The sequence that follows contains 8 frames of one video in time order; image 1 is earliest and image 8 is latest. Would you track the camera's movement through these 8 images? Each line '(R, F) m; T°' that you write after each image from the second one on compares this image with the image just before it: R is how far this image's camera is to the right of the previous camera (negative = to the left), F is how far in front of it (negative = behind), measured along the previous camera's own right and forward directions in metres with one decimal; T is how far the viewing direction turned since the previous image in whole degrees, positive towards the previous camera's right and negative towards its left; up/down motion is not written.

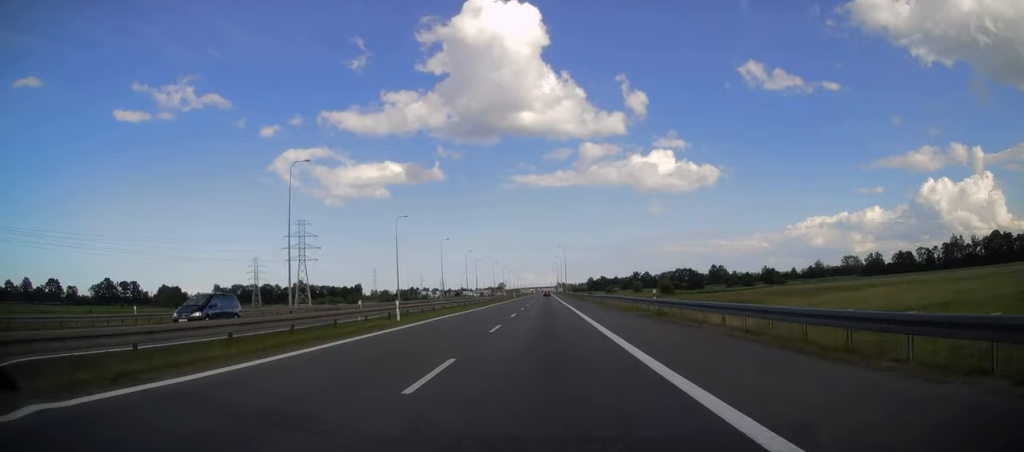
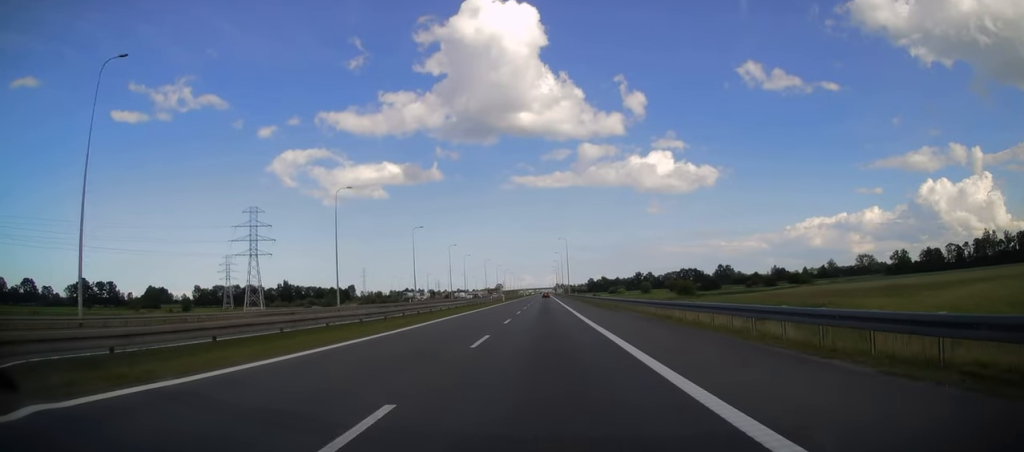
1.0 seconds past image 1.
(0.0, +28.6) m; 0°
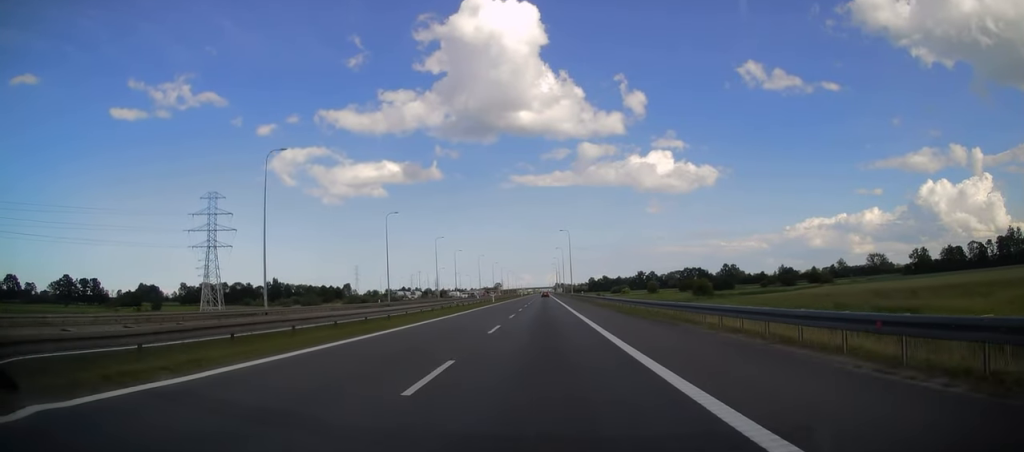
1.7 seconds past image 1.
(0.0, +19.0) m; 0°
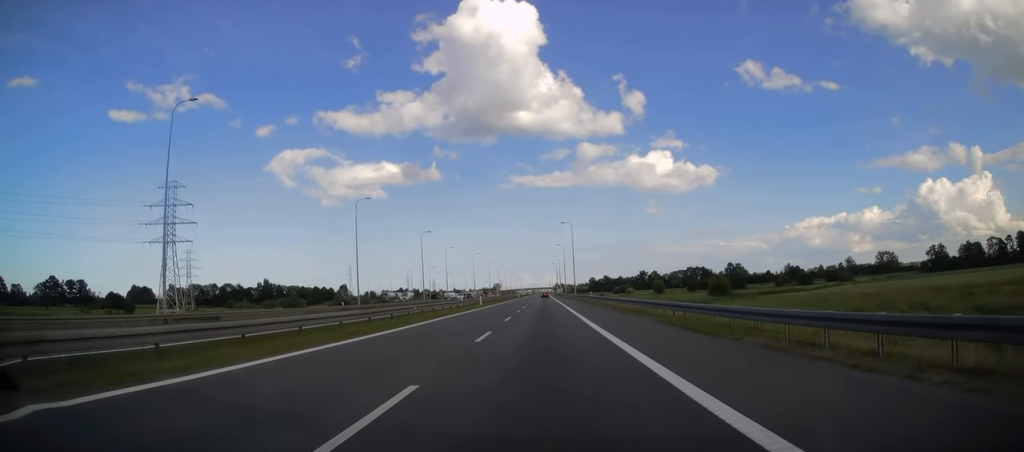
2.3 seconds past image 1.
(0.0, +15.2) m; 0°
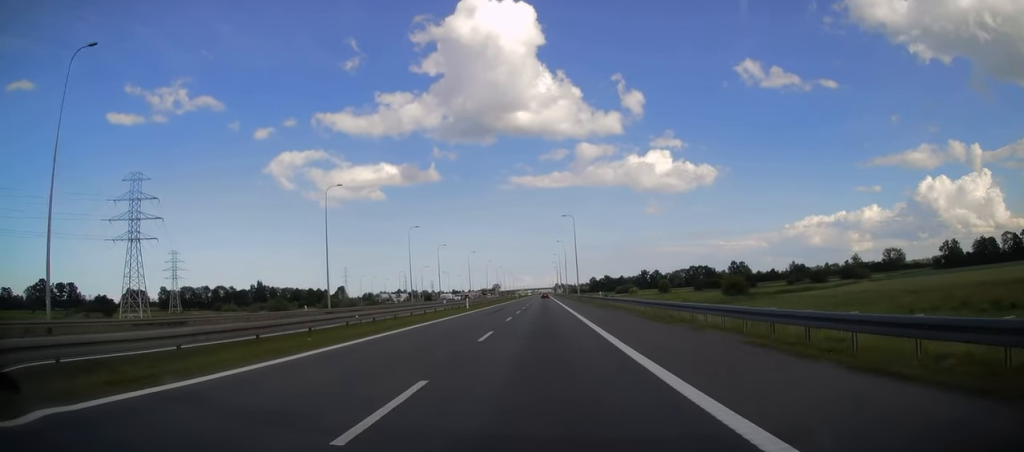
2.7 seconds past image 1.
(0.0, +11.1) m; 0°
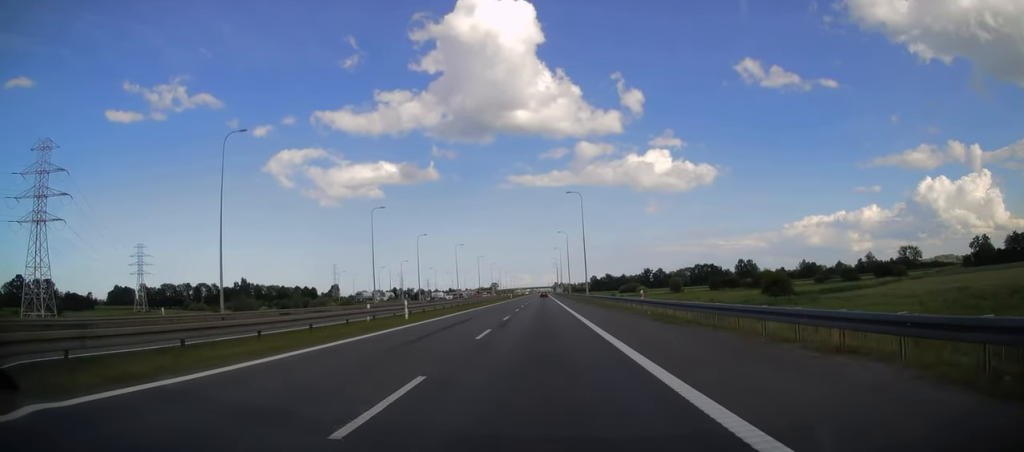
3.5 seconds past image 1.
(0.0, +23.5) m; 0°
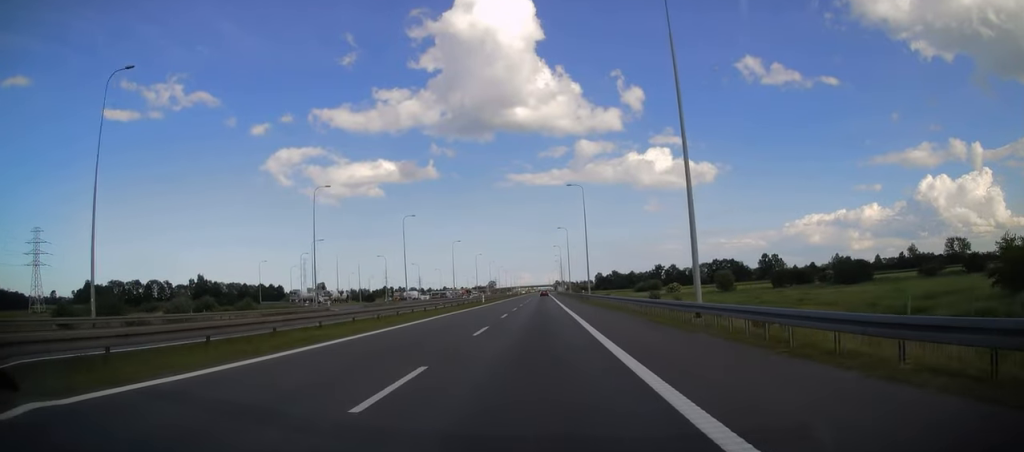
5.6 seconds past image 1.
(0.0, +58.2) m; 0°
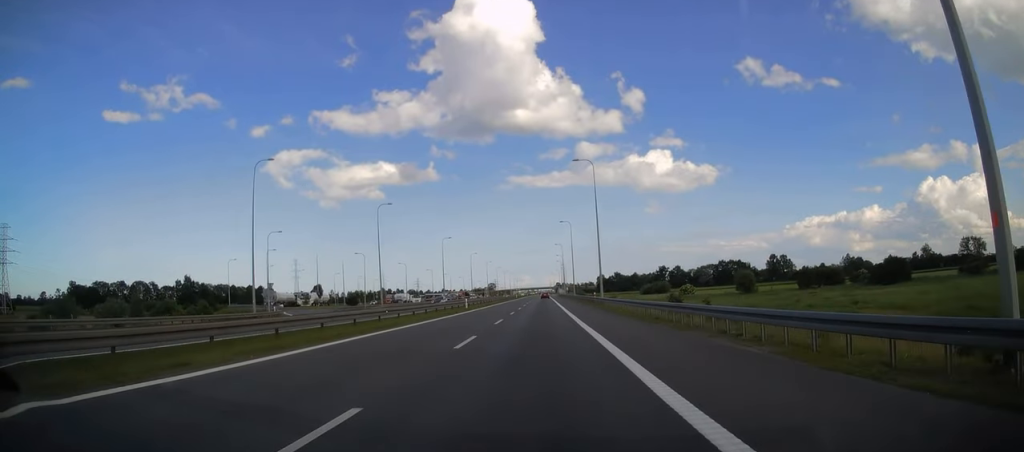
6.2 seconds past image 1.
(0.0, +15.7) m; 0°
